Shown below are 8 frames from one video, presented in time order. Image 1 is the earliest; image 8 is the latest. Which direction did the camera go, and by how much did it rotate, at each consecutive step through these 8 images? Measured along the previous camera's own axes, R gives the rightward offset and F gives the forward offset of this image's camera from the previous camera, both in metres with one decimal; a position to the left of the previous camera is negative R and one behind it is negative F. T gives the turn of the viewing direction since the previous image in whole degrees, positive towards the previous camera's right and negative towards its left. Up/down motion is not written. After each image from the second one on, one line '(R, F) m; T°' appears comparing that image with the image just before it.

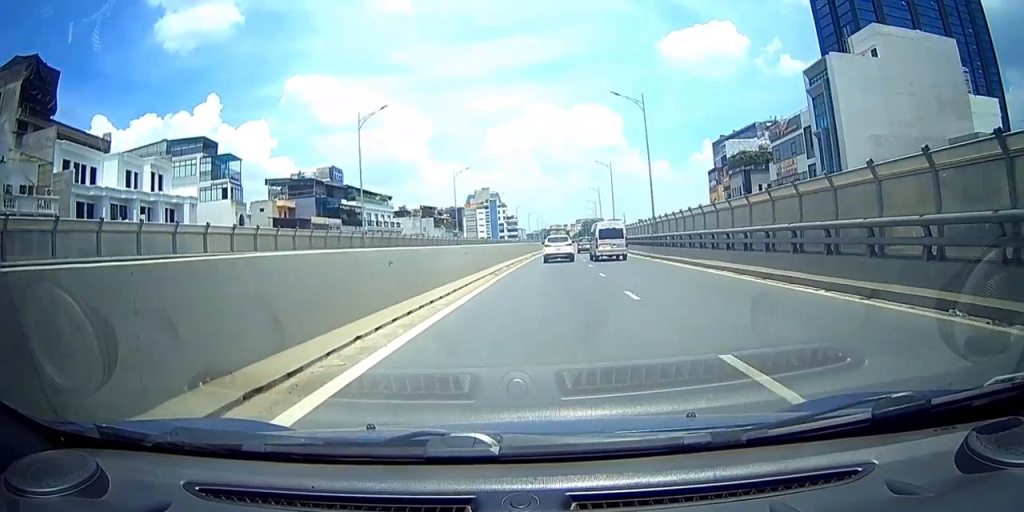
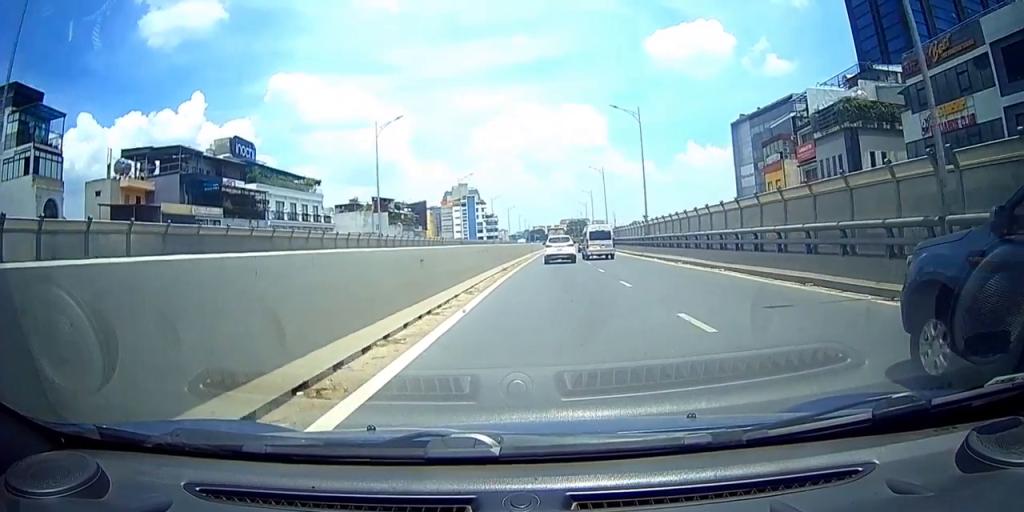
(+0.3, +27.7) m; +4°
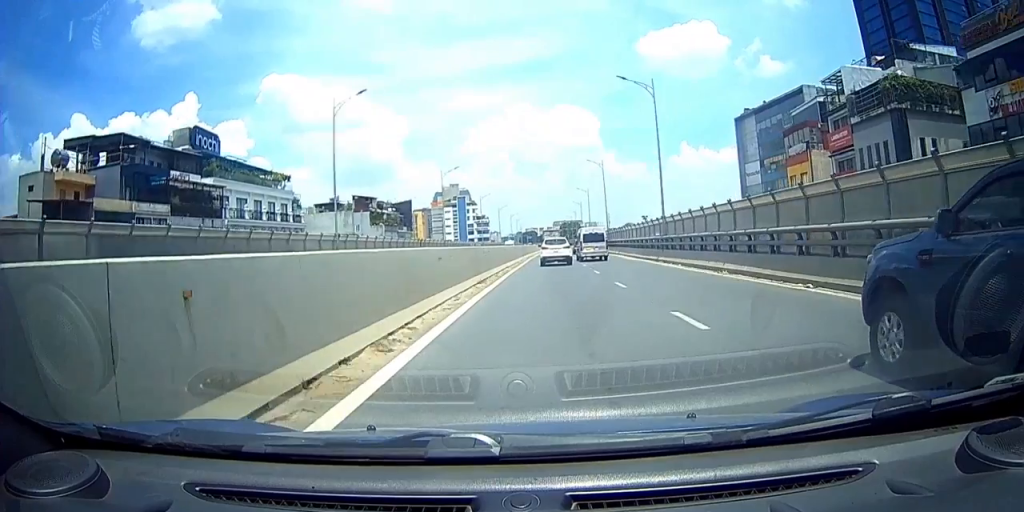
(+0.3, +7.3) m; +2°
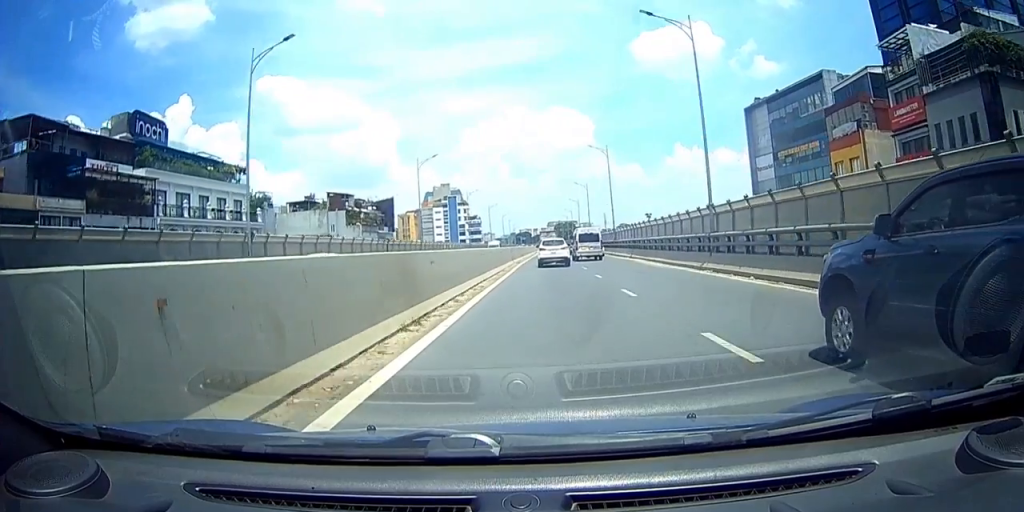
(+0.2, +9.6) m; +1°
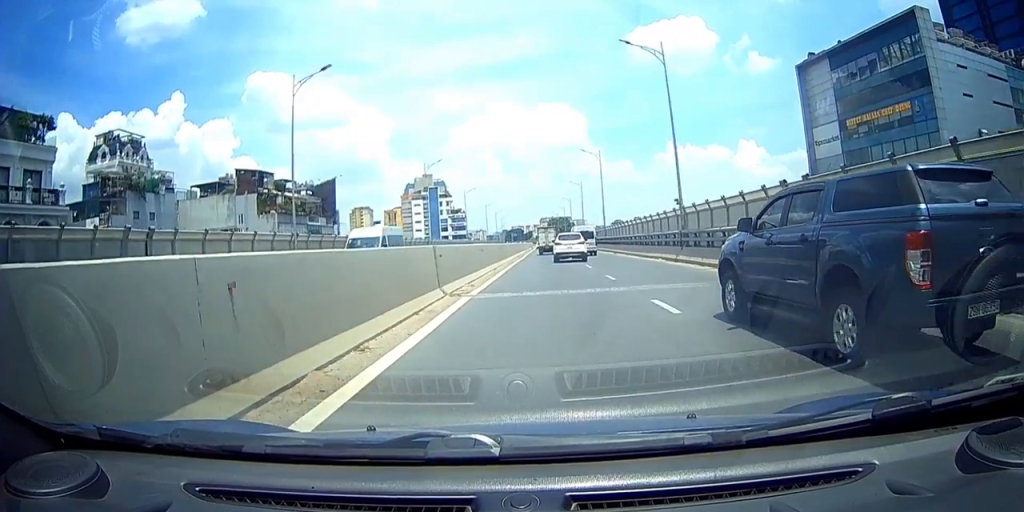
(0.0, +27.8) m; 0°
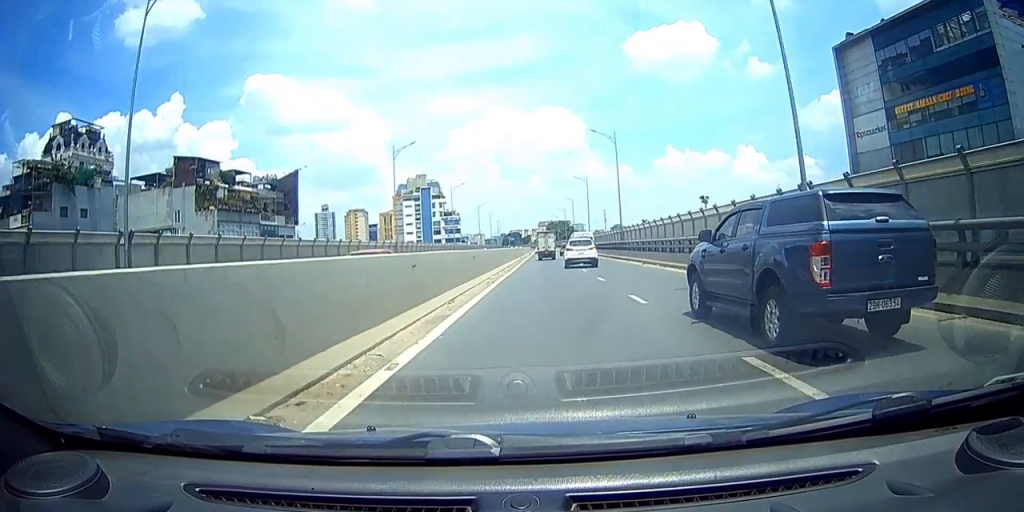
(-0.1, +12.5) m; 0°
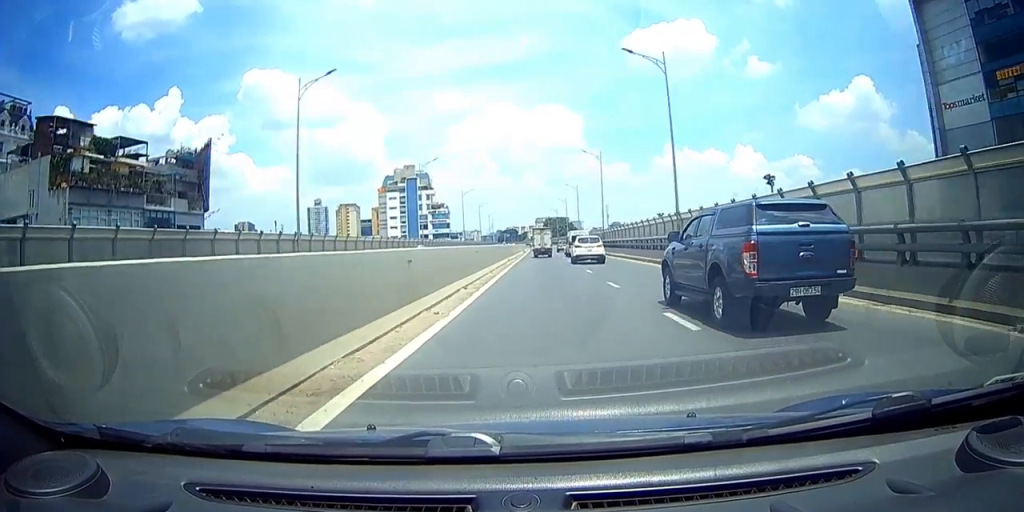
(0.0, +19.0) m; +1°
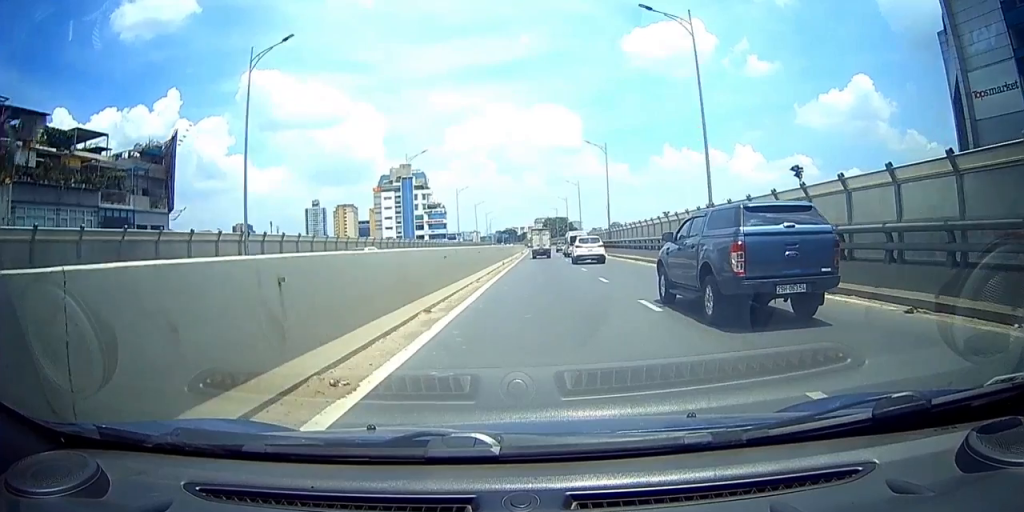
(-0.1, +5.8) m; +1°
